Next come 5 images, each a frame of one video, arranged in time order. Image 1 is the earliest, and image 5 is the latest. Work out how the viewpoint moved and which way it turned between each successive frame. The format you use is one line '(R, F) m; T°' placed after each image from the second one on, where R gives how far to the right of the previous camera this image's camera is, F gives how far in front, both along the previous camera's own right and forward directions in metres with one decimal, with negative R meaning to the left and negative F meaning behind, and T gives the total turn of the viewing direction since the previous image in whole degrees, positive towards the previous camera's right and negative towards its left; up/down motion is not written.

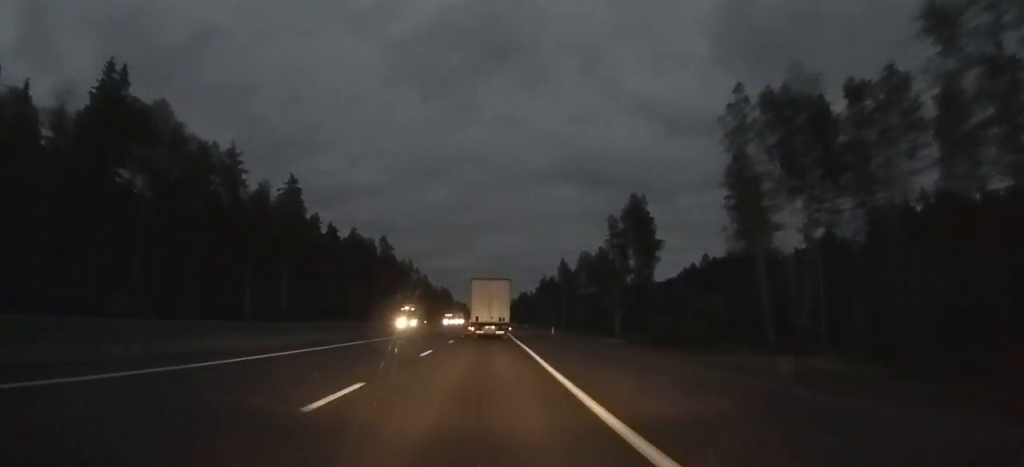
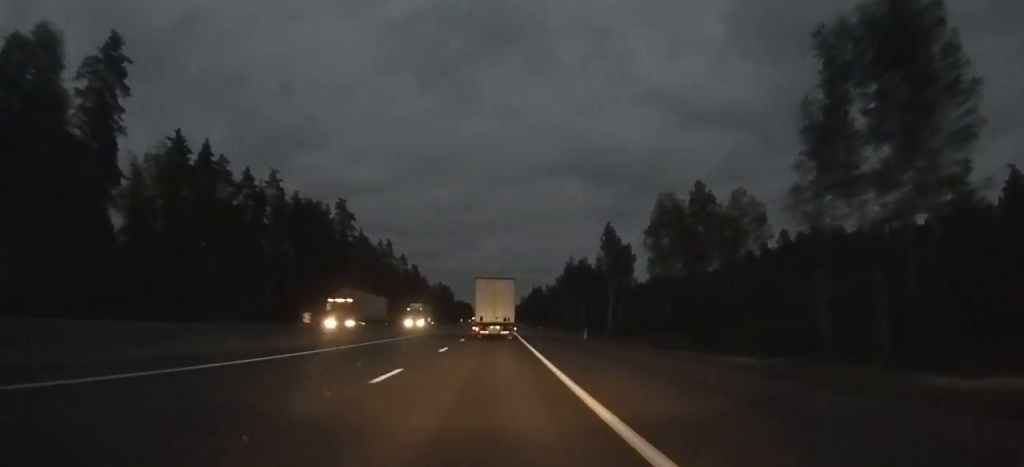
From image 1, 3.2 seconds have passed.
(-0.1, +68.9) m; 0°
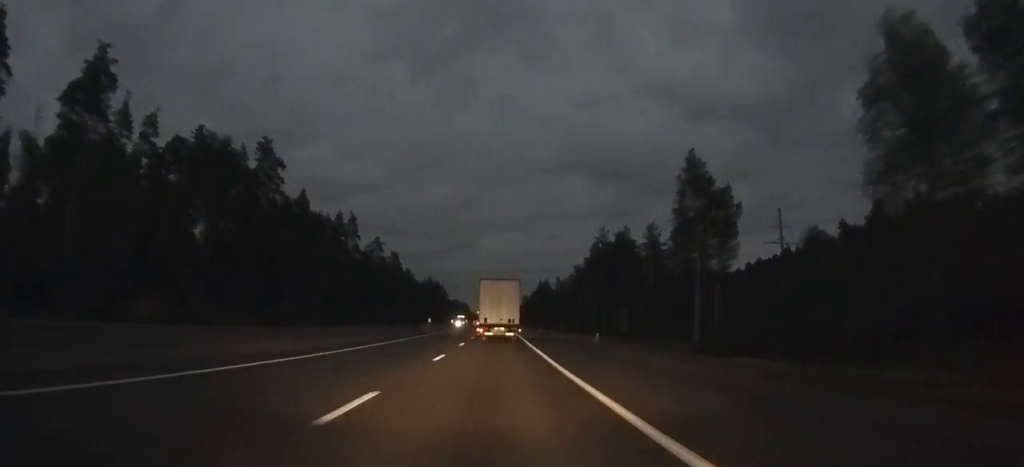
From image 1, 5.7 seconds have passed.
(-0.2, +52.4) m; 0°
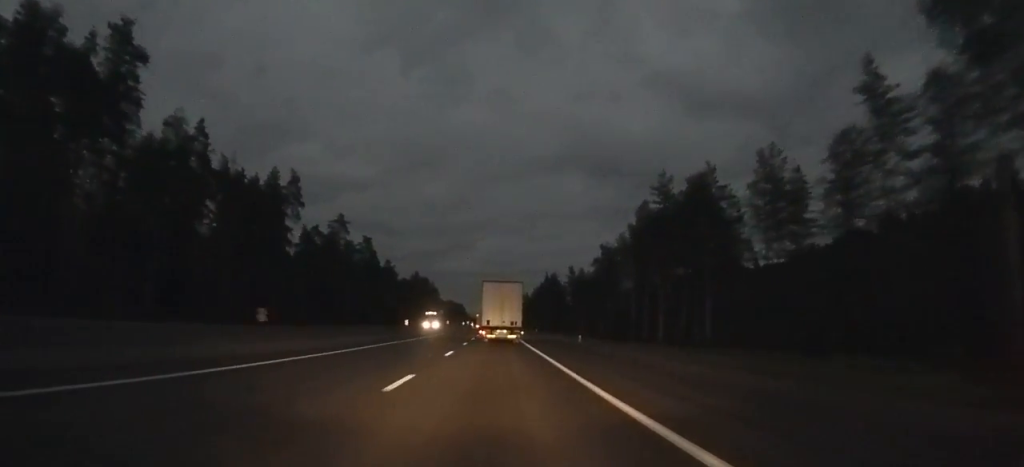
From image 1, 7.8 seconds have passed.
(0.0, +44.7) m; 0°
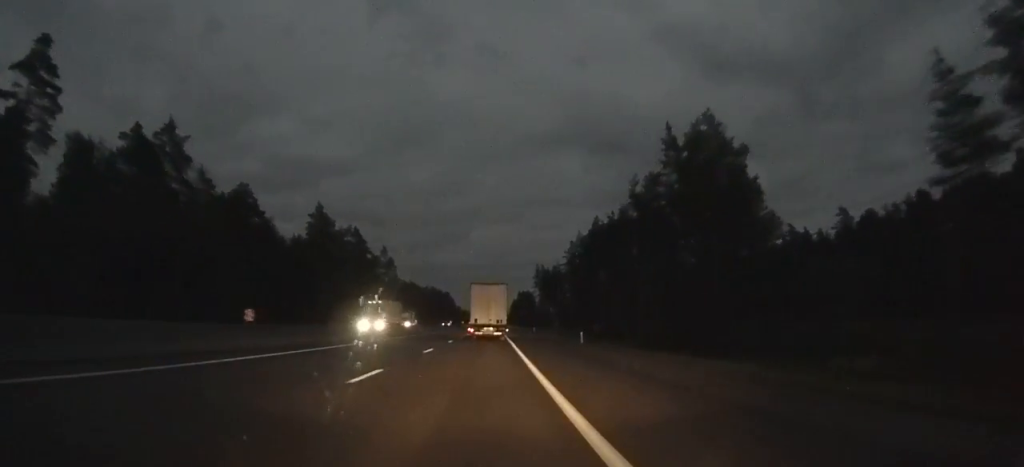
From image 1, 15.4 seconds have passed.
(+0.6, +154.9) m; 0°
